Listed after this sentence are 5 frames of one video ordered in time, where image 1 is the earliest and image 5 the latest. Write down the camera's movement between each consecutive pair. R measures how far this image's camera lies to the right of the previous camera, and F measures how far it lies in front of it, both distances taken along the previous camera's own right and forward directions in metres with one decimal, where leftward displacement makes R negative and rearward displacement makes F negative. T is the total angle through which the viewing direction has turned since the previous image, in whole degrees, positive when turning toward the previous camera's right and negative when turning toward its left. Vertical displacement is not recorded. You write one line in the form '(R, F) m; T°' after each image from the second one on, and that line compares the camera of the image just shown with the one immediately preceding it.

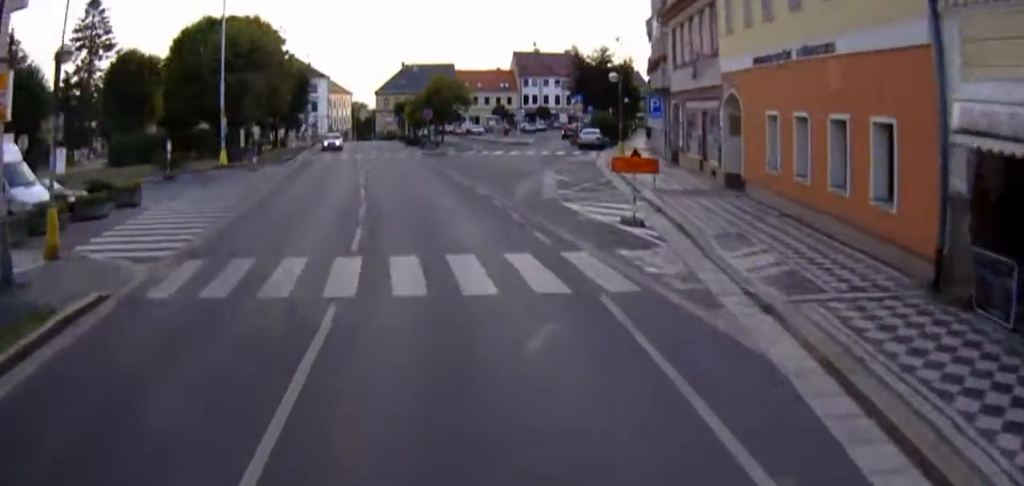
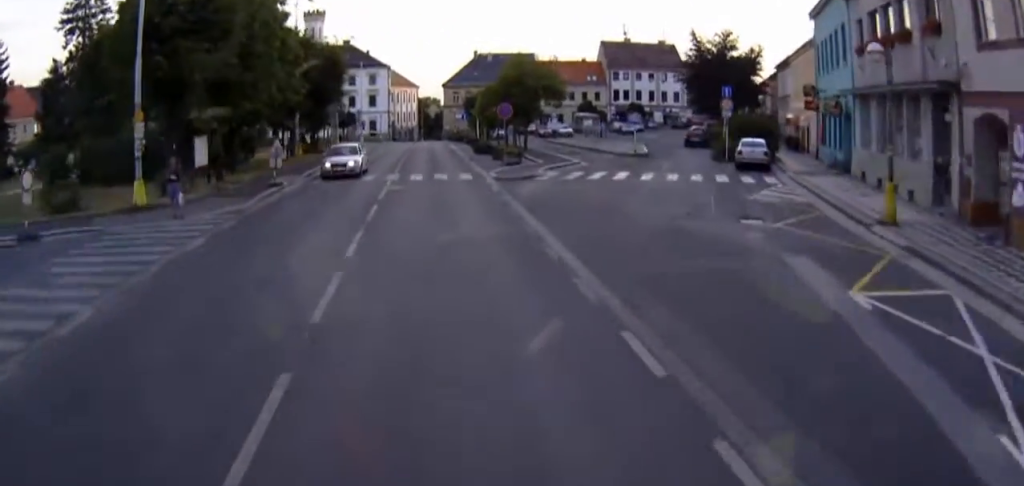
(-0.7, +19.2) m; -1°
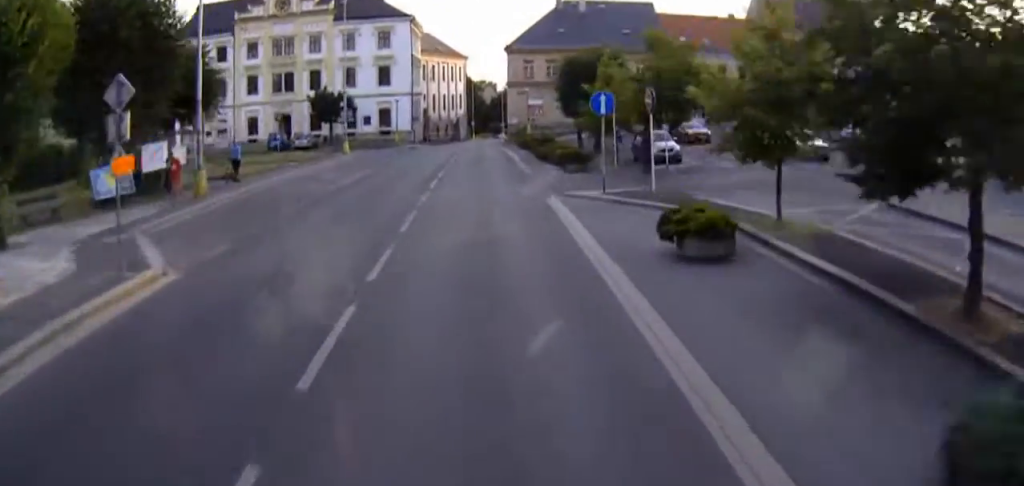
(-1.5, +54.9) m; -7°
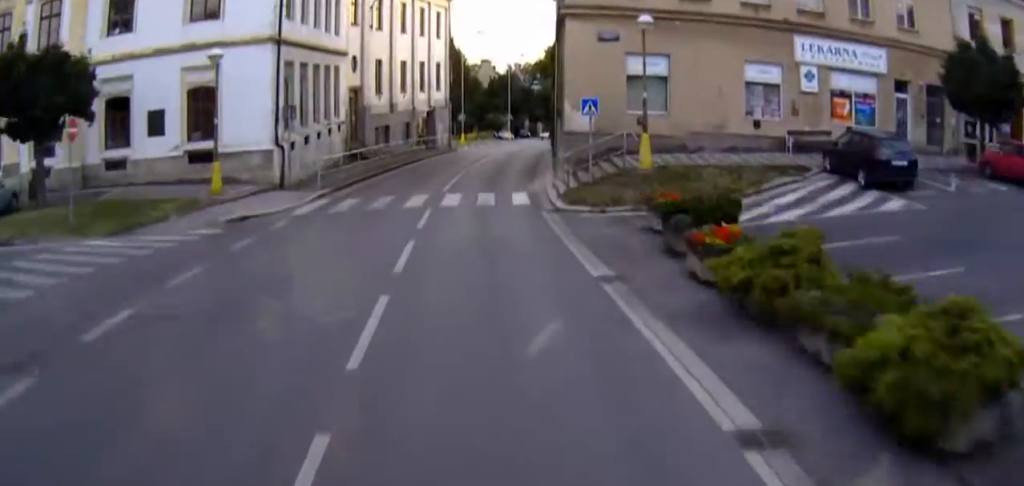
(0.0, +50.8) m; +1°
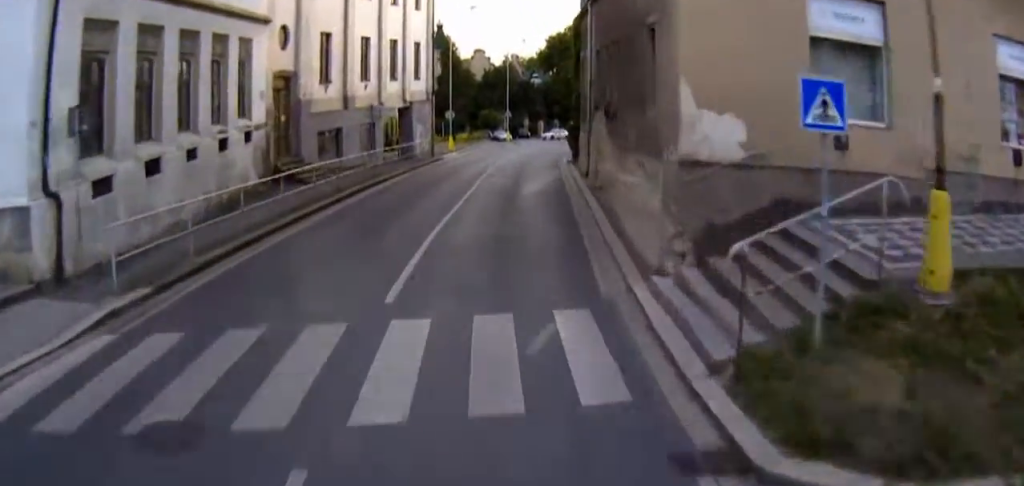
(-0.3, +14.3) m; 0°
